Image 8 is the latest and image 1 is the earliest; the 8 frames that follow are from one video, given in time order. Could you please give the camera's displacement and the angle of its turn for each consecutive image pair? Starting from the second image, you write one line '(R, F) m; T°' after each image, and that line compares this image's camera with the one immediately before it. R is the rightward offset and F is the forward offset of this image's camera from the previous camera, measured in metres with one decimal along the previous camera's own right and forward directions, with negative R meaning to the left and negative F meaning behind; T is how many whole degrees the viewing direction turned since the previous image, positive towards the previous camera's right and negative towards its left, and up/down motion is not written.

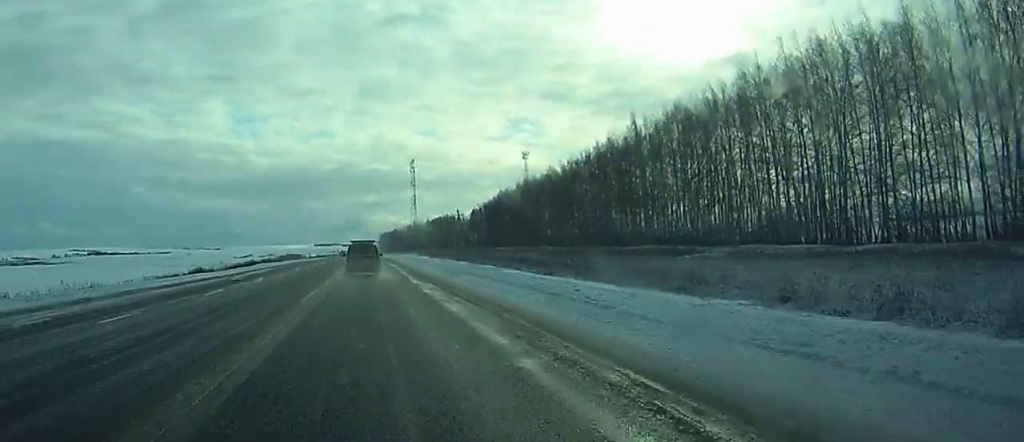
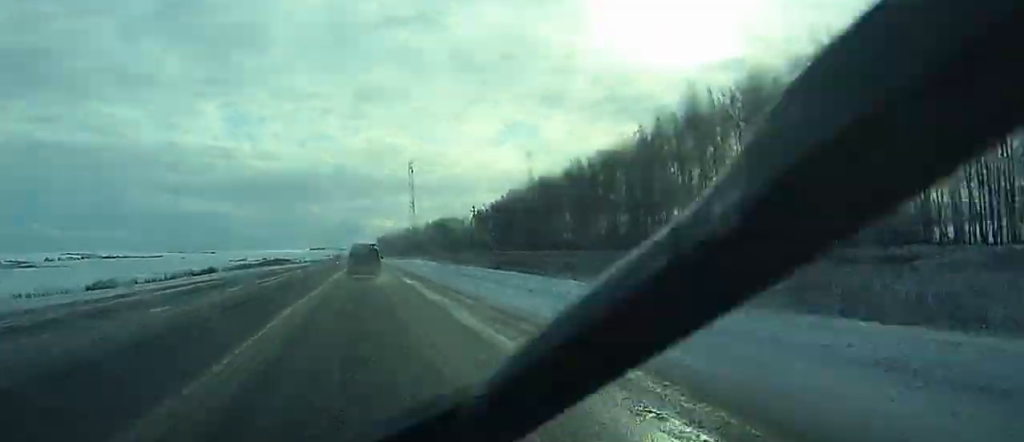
(+0.1, +32.3) m; +1°
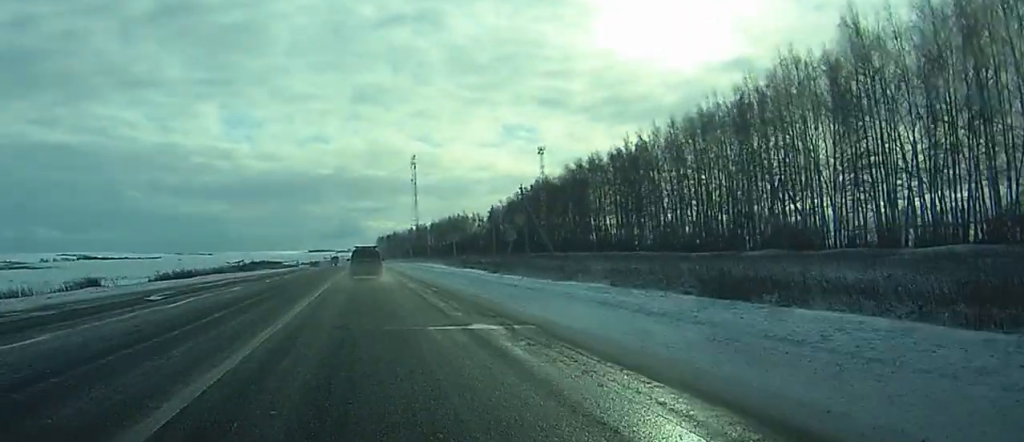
(+0.4, +45.6) m; +1°
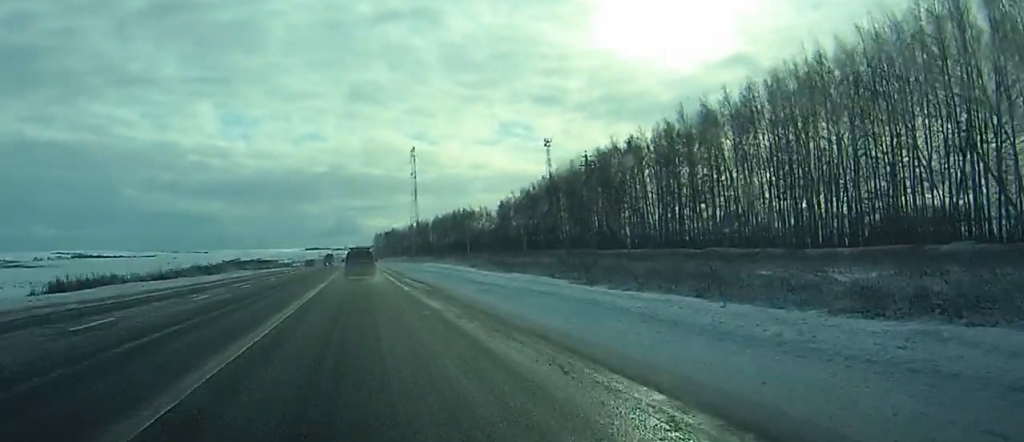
(0.0, +31.5) m; 0°
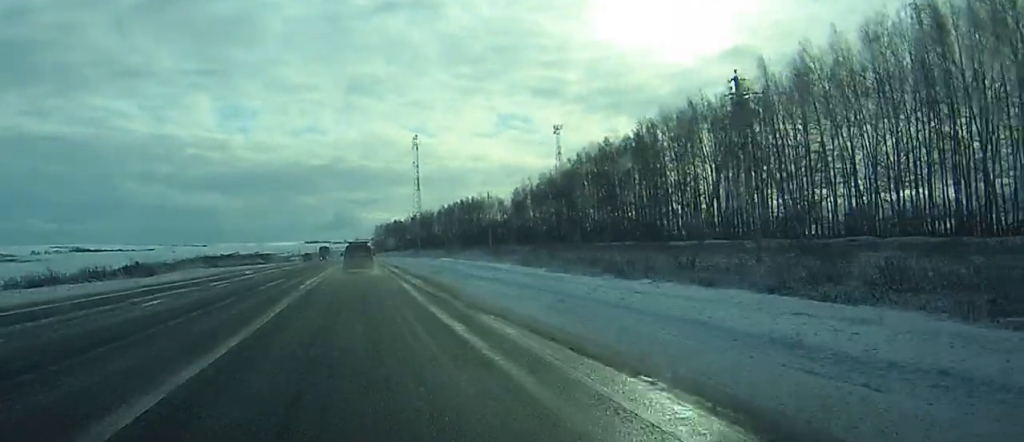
(-0.1, +29.7) m; -1°
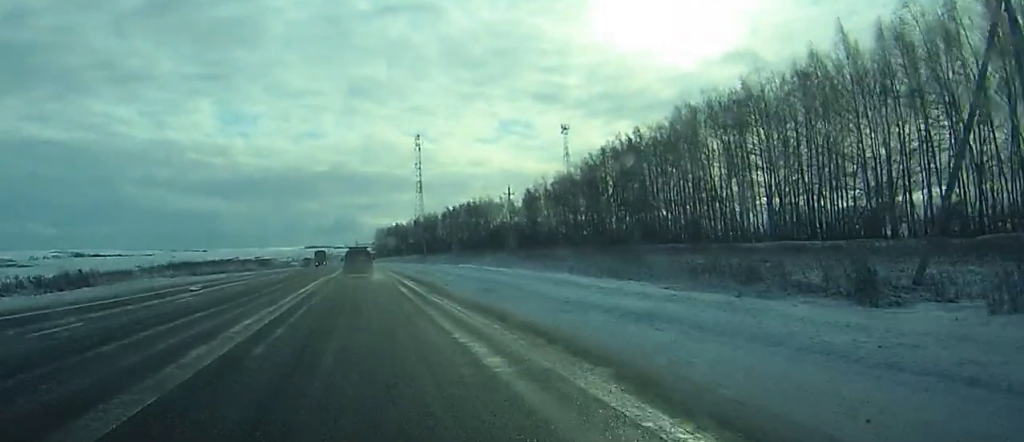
(-0.1, +19.4) m; 0°
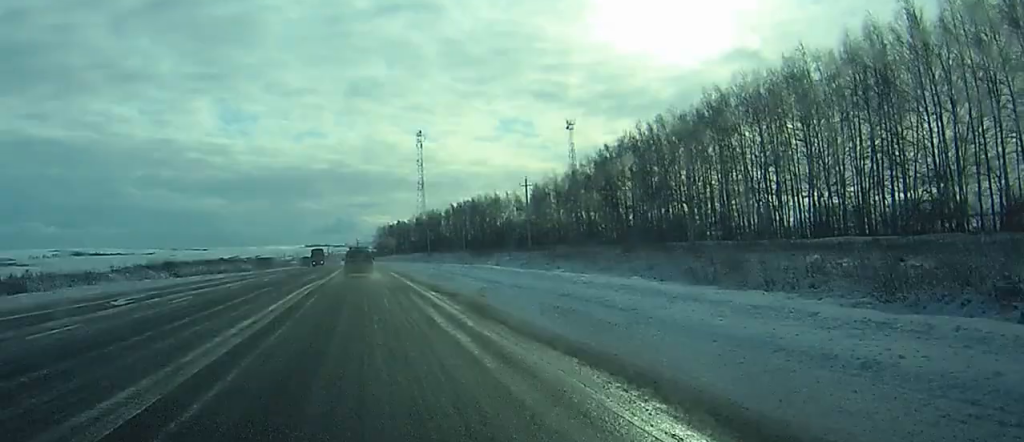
(-0.1, +11.8) m; 0°
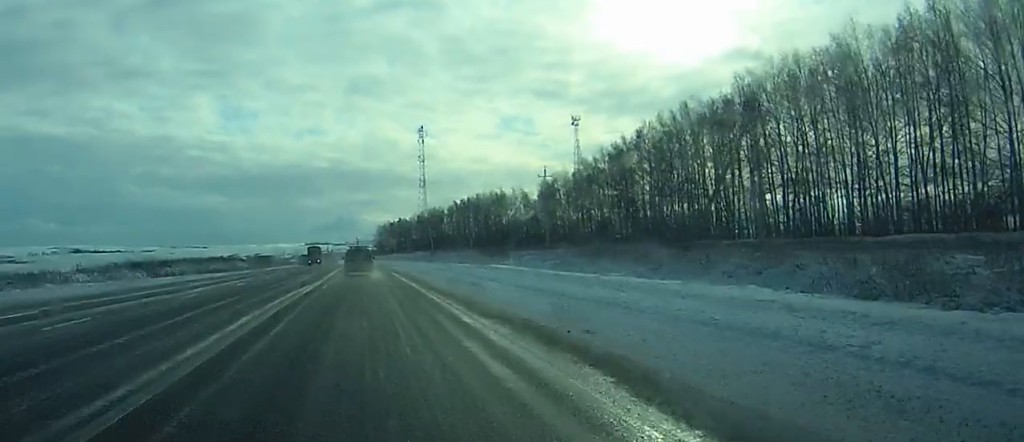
(0.0, +11.0) m; 0°
